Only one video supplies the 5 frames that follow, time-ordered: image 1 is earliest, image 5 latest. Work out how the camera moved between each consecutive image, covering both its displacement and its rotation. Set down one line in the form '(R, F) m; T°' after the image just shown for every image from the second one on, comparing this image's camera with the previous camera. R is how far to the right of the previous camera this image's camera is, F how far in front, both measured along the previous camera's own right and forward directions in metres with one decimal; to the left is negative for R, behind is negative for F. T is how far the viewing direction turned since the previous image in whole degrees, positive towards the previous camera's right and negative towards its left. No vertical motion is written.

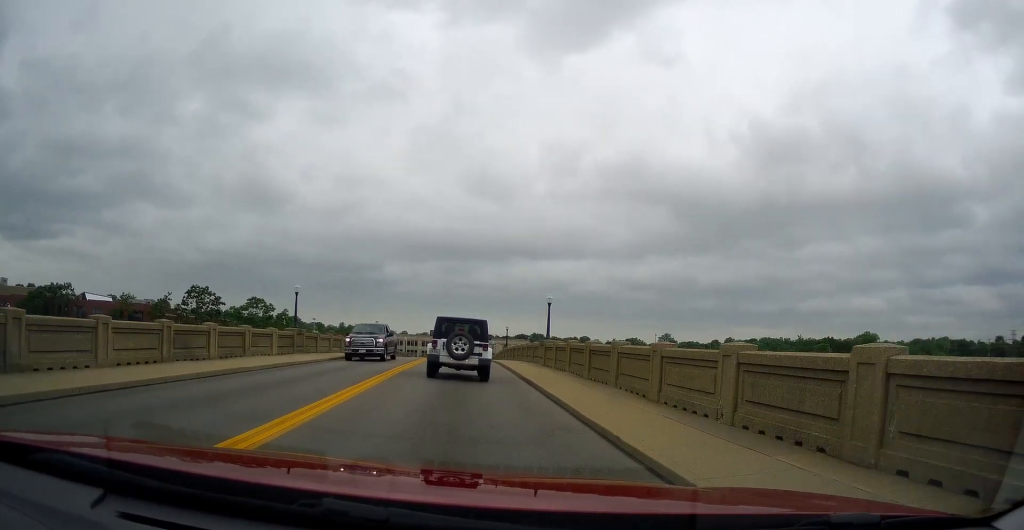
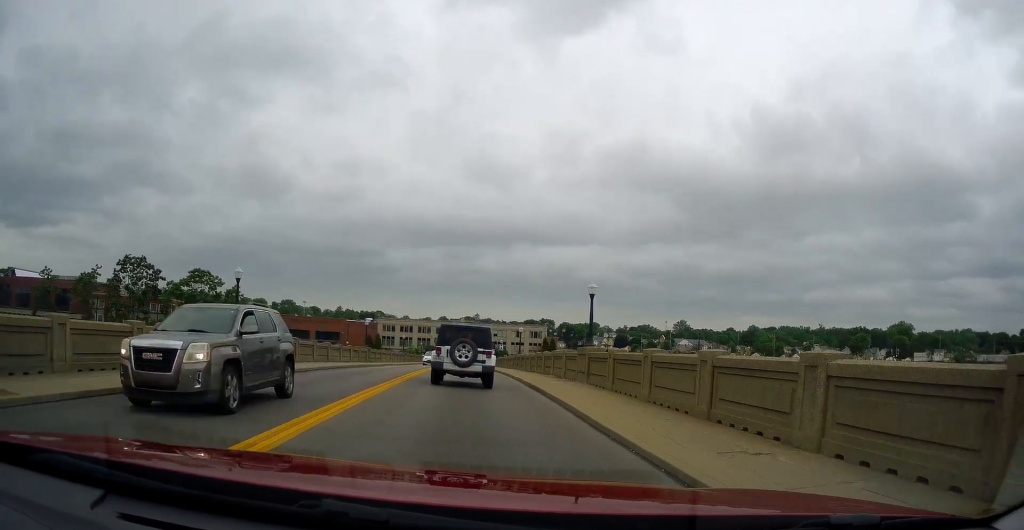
(-1.1, +35.5) m; -3°
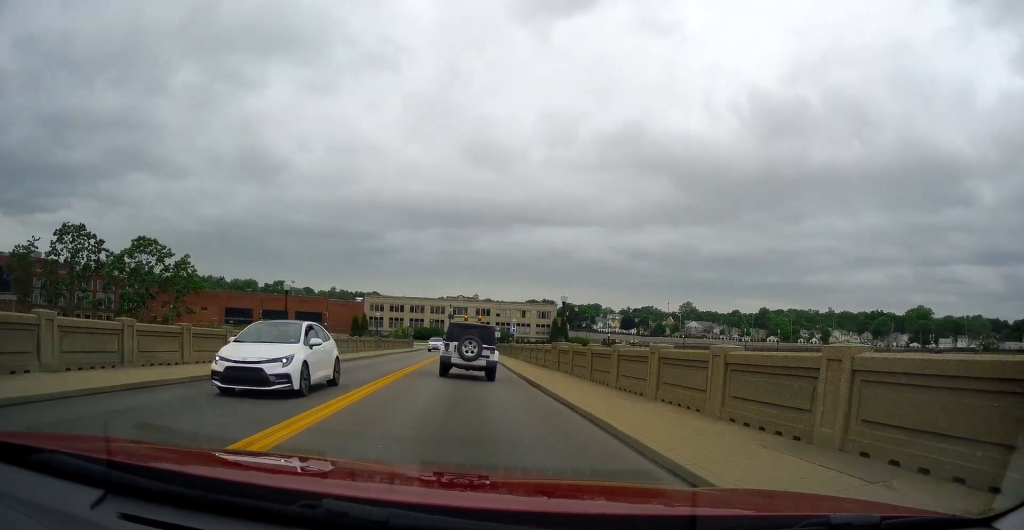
(-0.3, +21.2) m; 0°
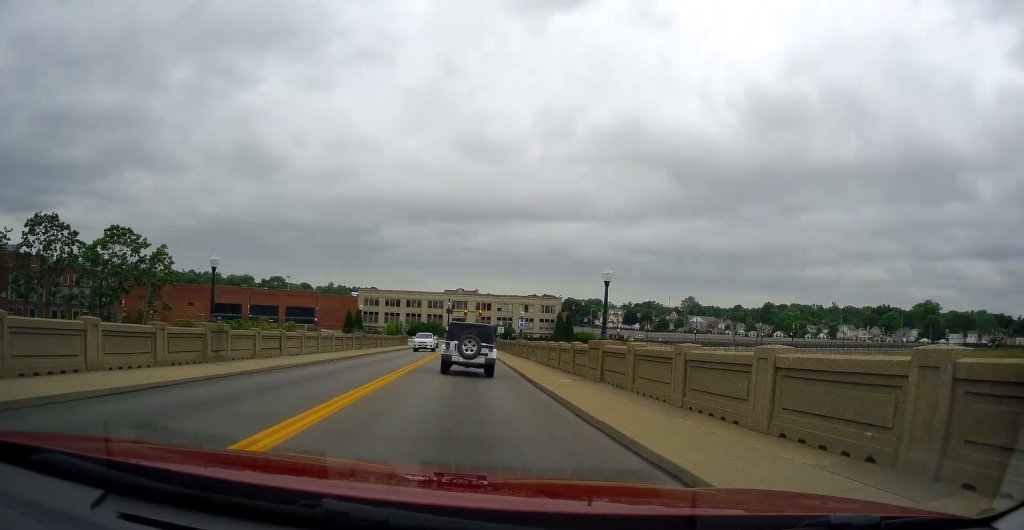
(+0.1, +8.0) m; 0°
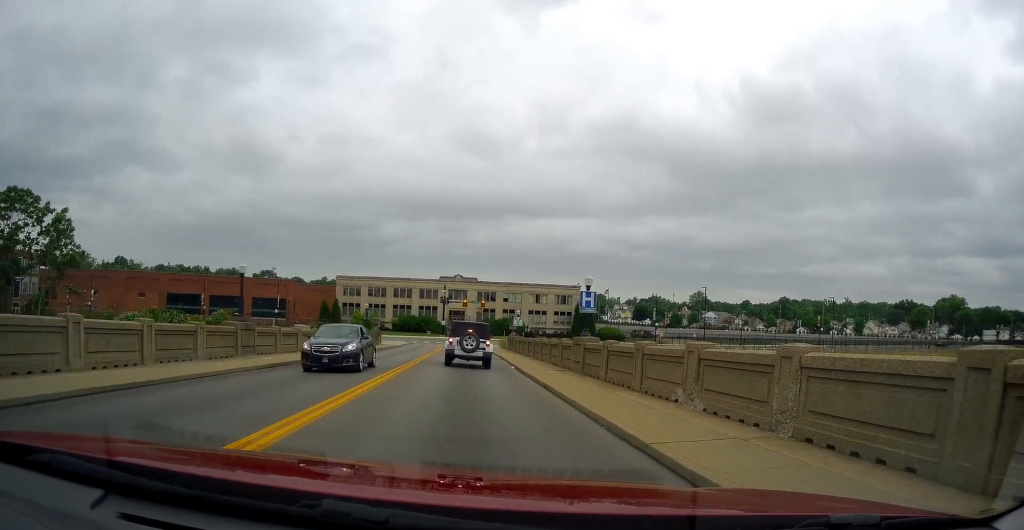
(+0.2, +24.6) m; +2°
